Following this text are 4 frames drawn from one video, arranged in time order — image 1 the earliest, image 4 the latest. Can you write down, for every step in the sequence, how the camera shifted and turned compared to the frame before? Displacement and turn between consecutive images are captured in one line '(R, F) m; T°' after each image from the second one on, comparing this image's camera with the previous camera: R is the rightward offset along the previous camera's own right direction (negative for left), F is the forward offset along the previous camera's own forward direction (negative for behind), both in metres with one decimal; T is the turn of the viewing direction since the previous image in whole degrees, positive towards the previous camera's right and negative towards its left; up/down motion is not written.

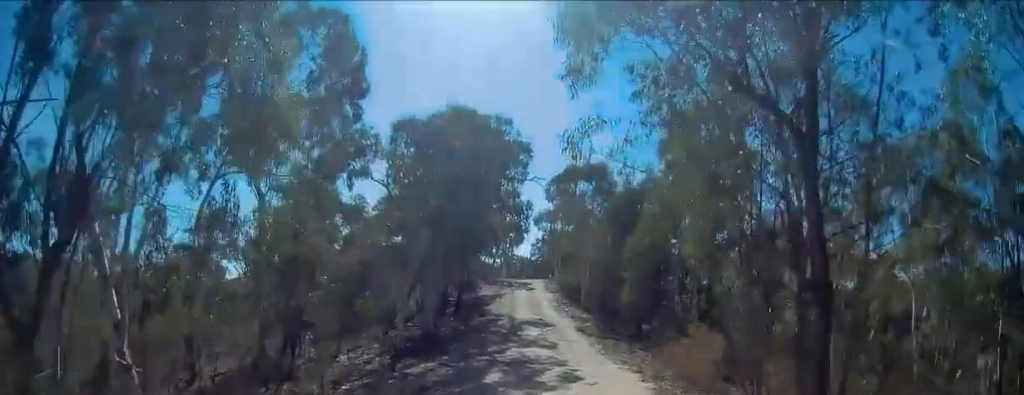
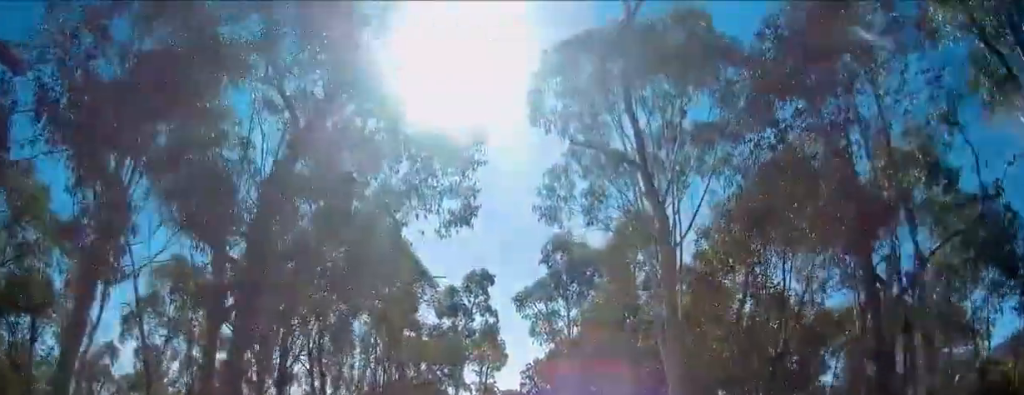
(+0.3, +30.1) m; +2°
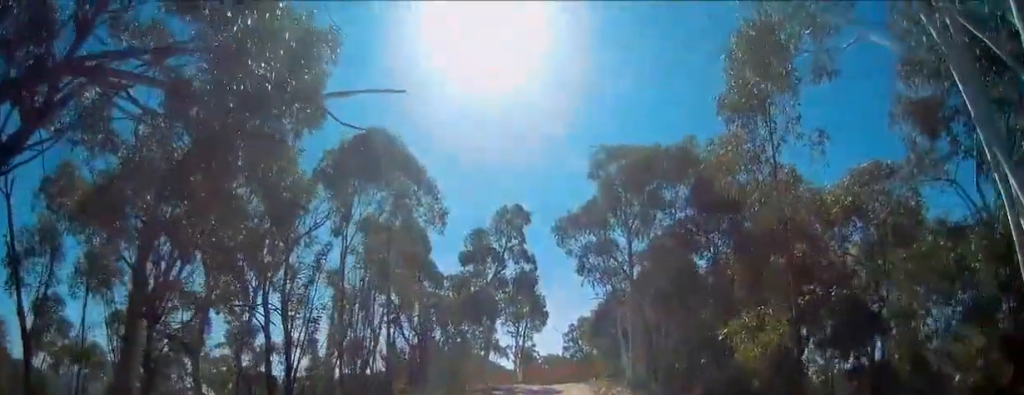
(+0.2, +9.4) m; +3°
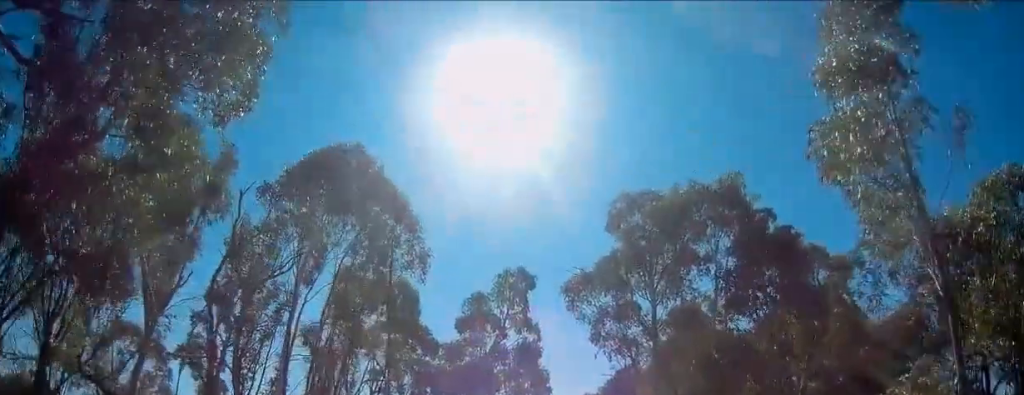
(0.0, +4.3) m; -7°
